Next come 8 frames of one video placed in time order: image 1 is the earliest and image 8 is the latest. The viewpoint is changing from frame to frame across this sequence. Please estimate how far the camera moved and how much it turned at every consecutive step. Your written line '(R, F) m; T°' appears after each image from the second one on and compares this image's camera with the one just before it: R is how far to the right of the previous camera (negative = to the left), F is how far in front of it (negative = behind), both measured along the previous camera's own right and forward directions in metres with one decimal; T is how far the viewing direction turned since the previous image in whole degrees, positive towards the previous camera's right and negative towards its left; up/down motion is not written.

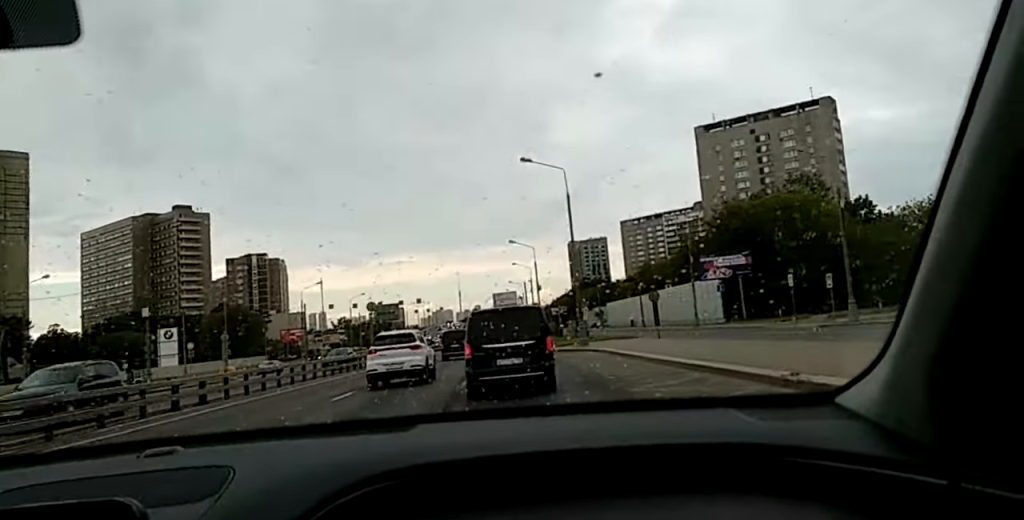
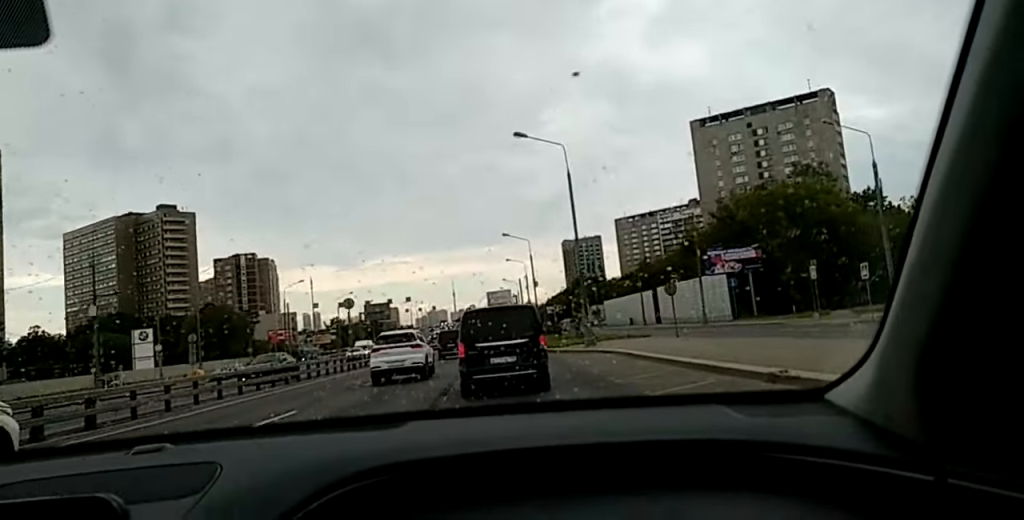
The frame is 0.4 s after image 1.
(-0.1, +6.3) m; 0°
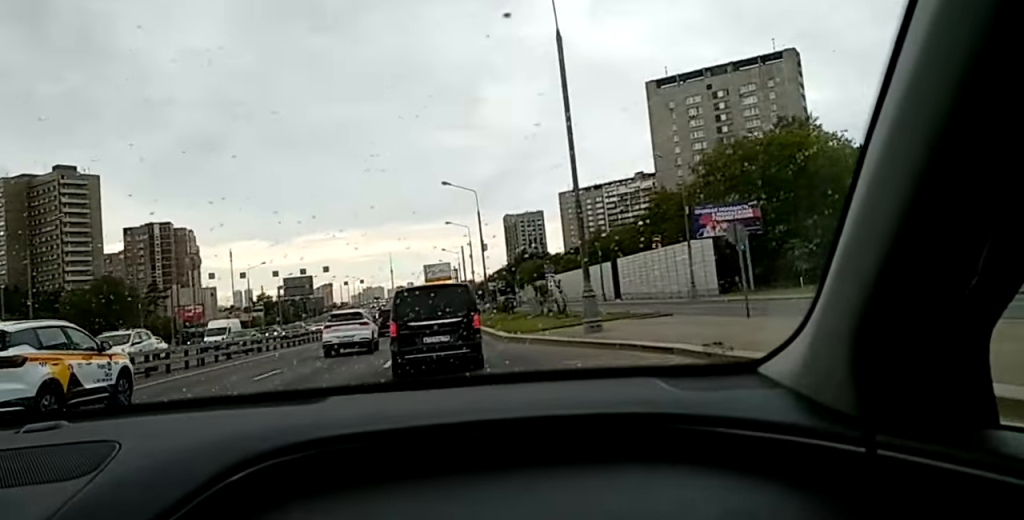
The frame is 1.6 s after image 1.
(-0.1, +18.3) m; +1°
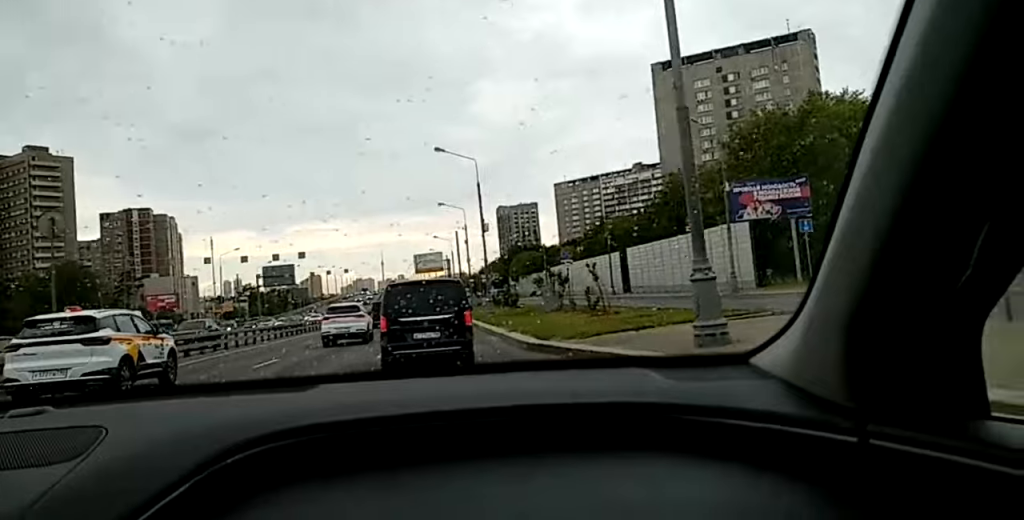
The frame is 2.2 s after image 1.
(+0.1, +10.8) m; +1°
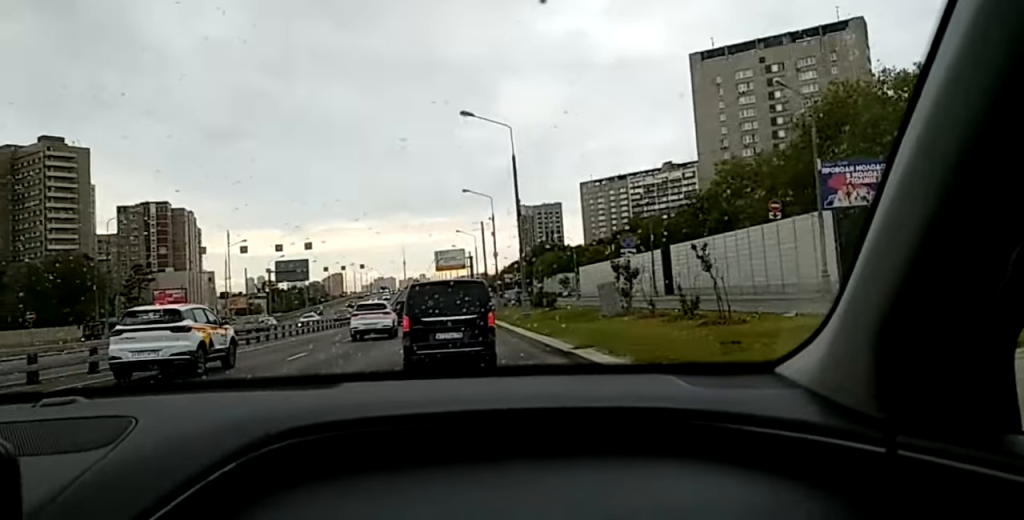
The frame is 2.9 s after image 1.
(+0.4, +10.3) m; 0°
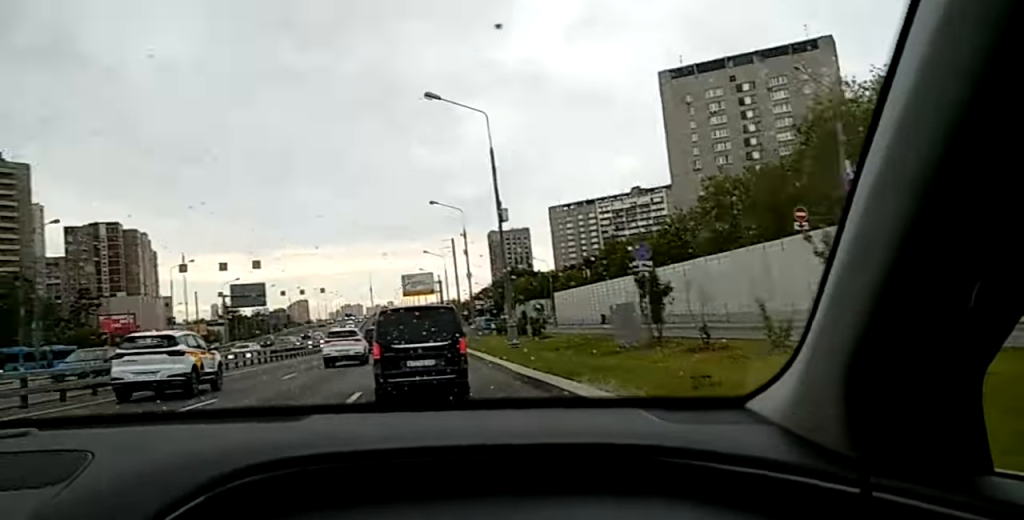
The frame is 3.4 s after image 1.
(-0.1, +7.7) m; 0°
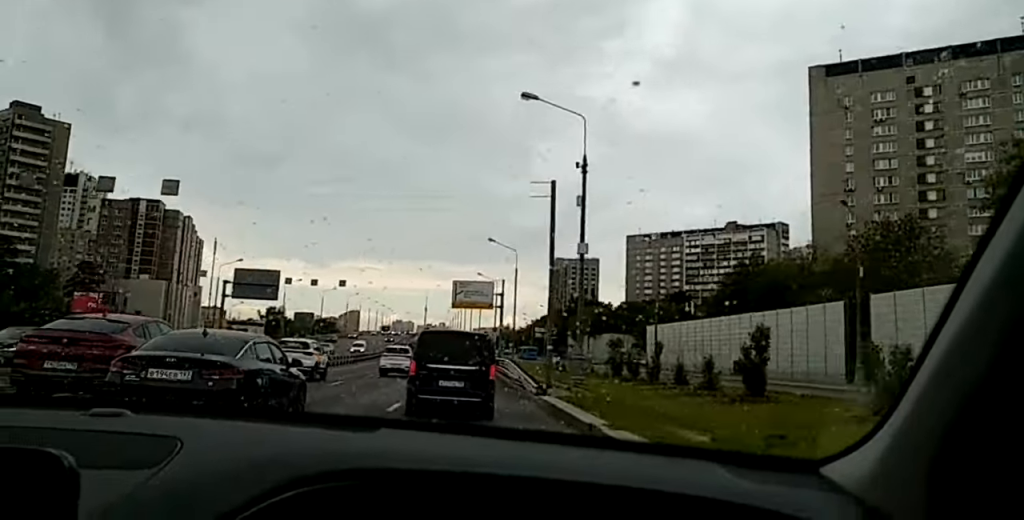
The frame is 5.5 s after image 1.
(-0.3, +33.9) m; -1°
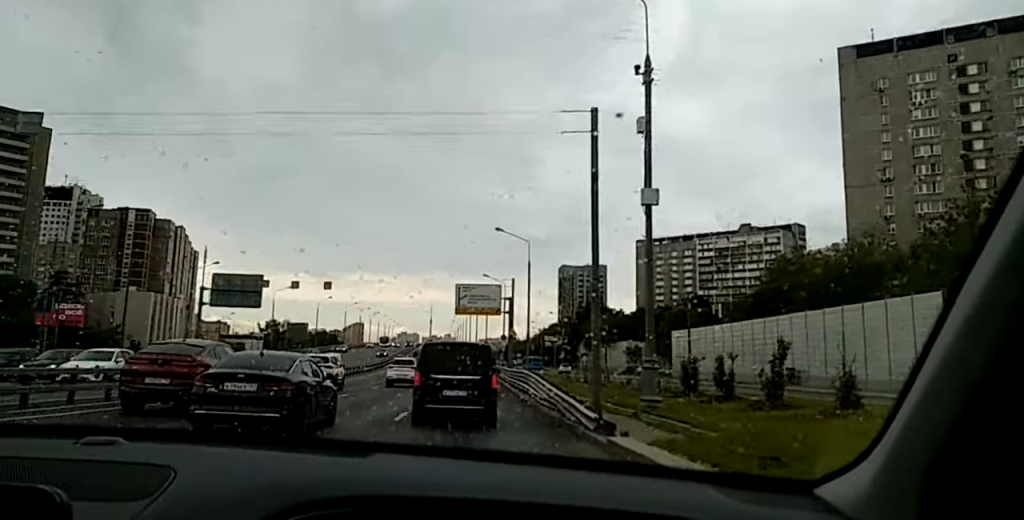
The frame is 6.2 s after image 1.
(0.0, +11.0) m; 0°
